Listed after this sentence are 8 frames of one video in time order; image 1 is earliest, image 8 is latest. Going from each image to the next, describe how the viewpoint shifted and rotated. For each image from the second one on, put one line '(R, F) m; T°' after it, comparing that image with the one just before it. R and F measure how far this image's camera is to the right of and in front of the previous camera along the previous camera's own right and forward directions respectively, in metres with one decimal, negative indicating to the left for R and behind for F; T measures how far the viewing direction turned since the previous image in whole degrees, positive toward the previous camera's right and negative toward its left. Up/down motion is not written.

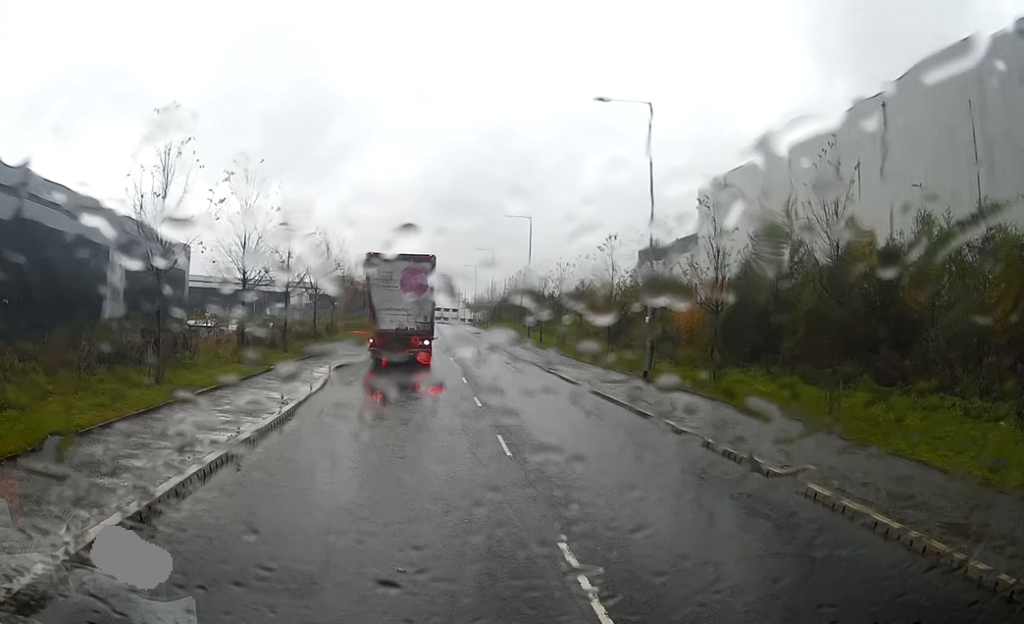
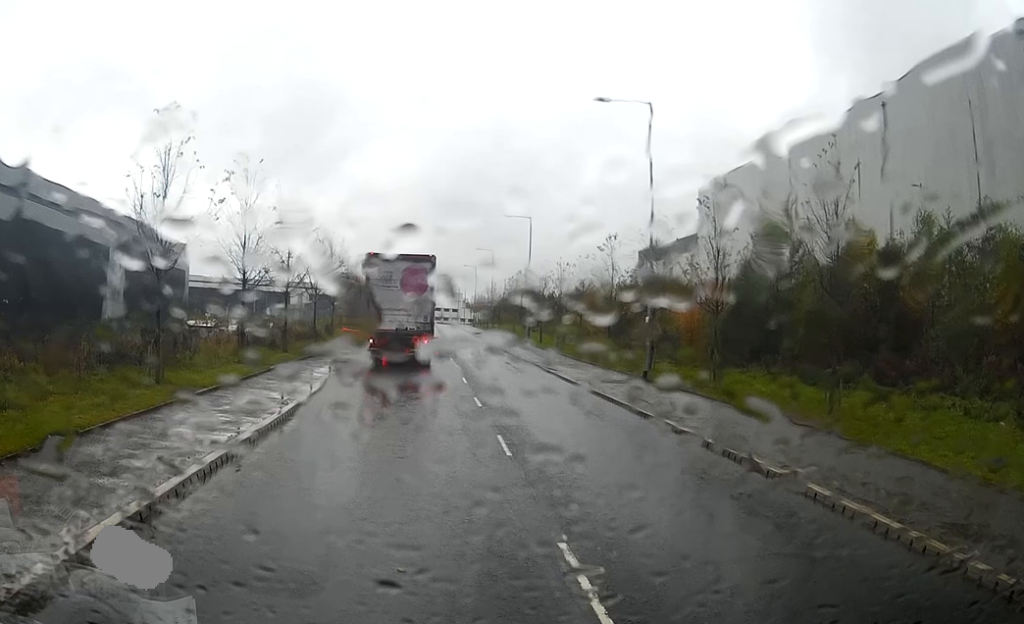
(0.0, 0.0) m; 0°
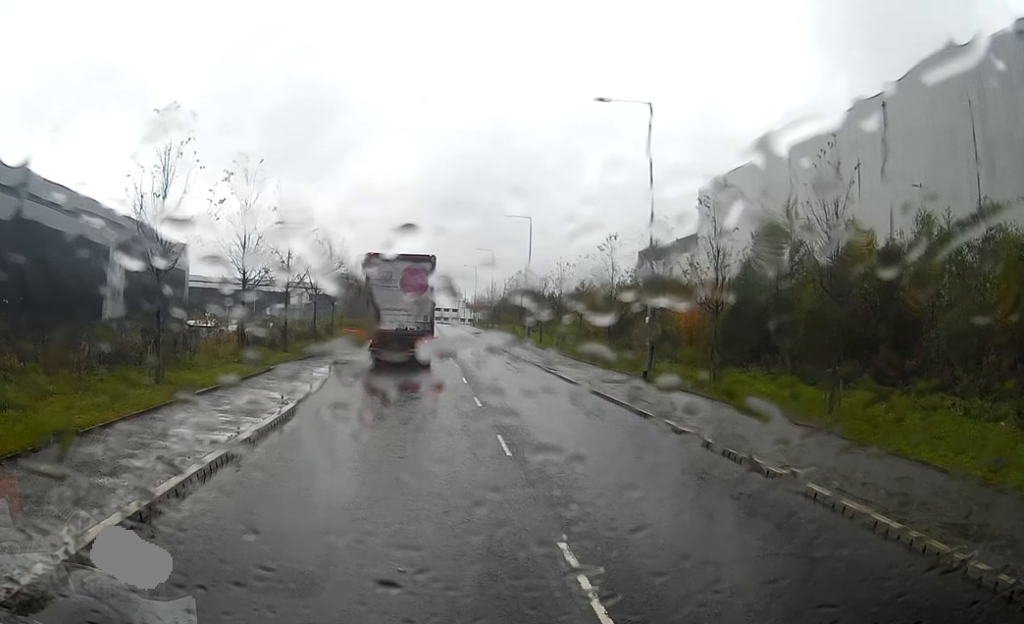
(0.0, 0.0) m; 0°
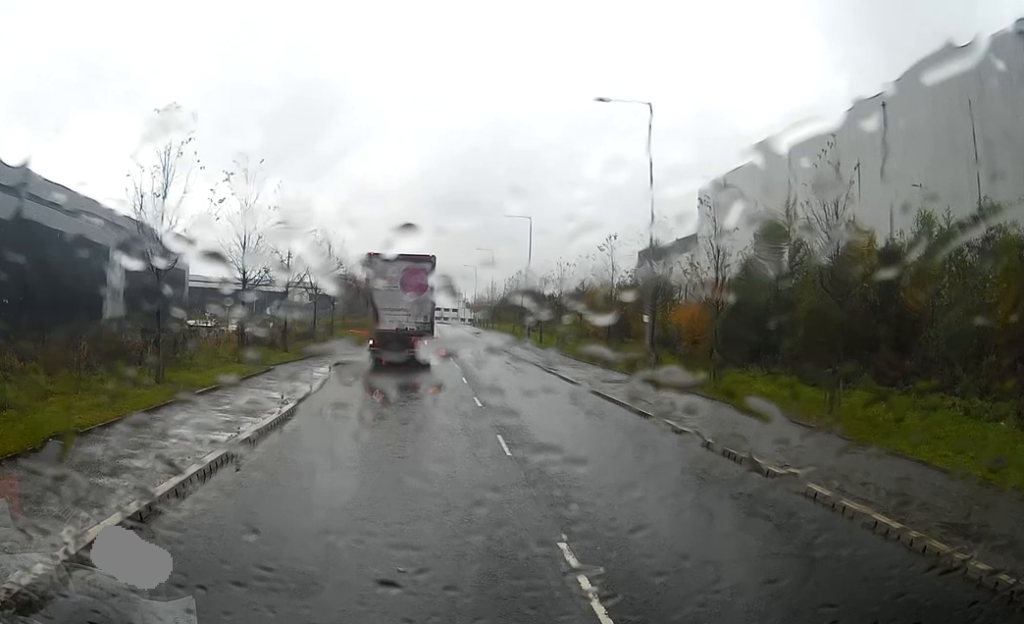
(0.0, 0.0) m; 0°
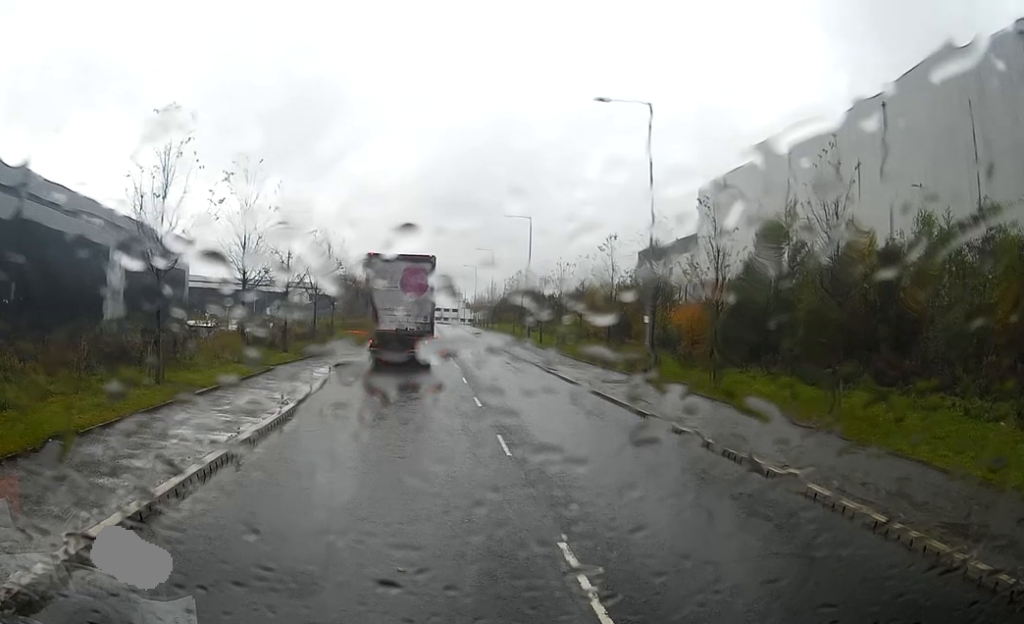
(0.0, 0.0) m; 0°
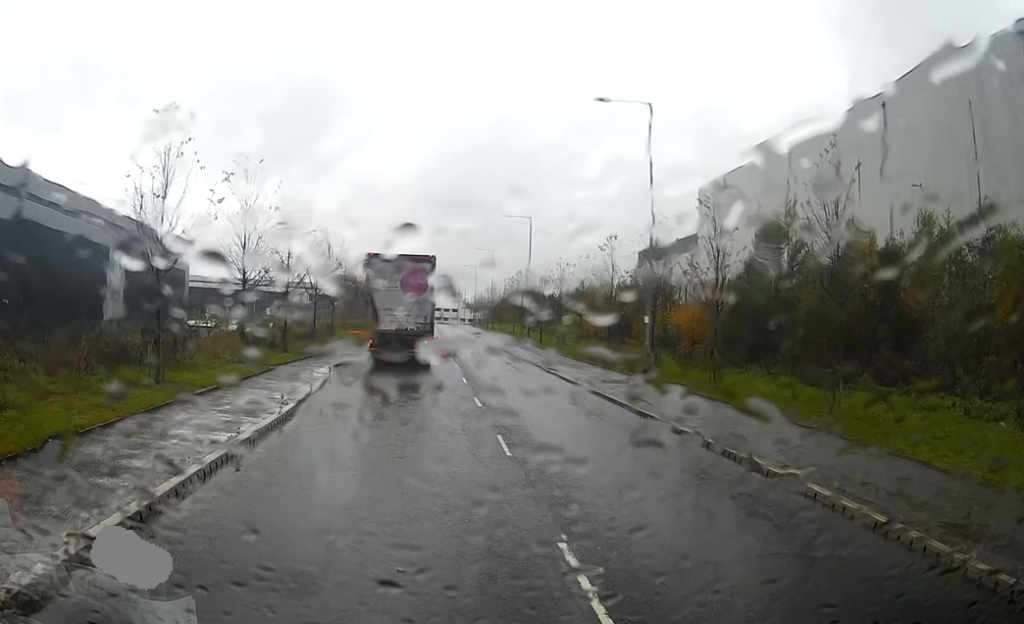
(0.0, 0.0) m; 0°
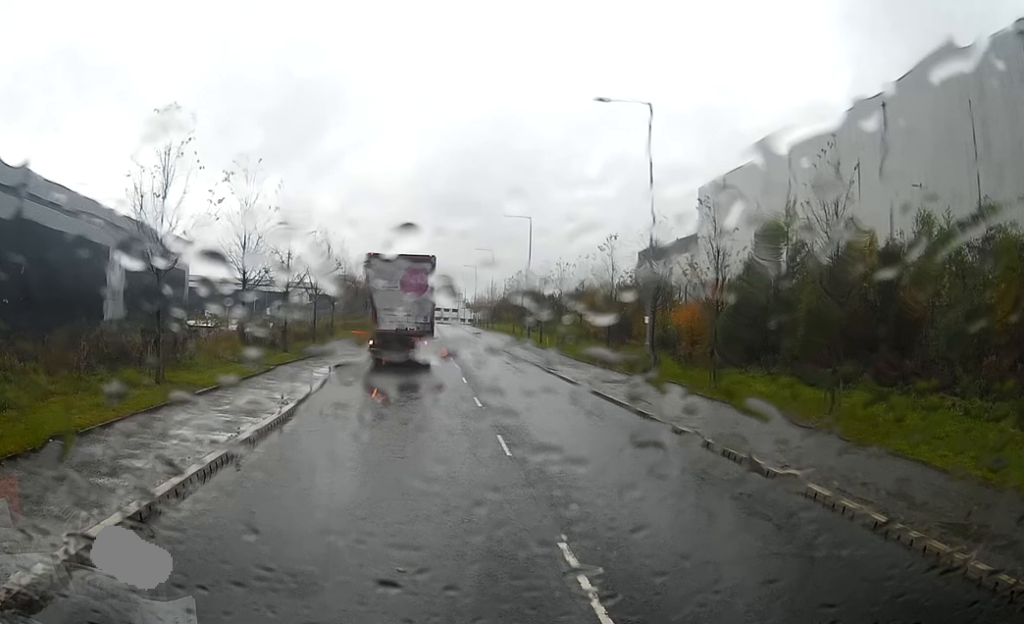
(0.0, 0.0) m; 0°
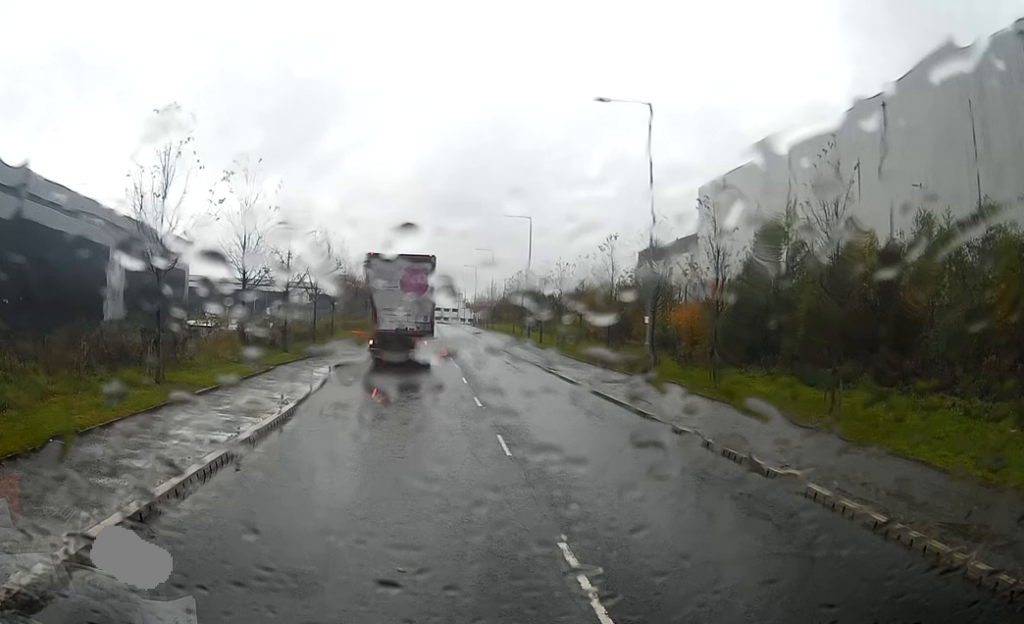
(0.0, 0.0) m; 0°
